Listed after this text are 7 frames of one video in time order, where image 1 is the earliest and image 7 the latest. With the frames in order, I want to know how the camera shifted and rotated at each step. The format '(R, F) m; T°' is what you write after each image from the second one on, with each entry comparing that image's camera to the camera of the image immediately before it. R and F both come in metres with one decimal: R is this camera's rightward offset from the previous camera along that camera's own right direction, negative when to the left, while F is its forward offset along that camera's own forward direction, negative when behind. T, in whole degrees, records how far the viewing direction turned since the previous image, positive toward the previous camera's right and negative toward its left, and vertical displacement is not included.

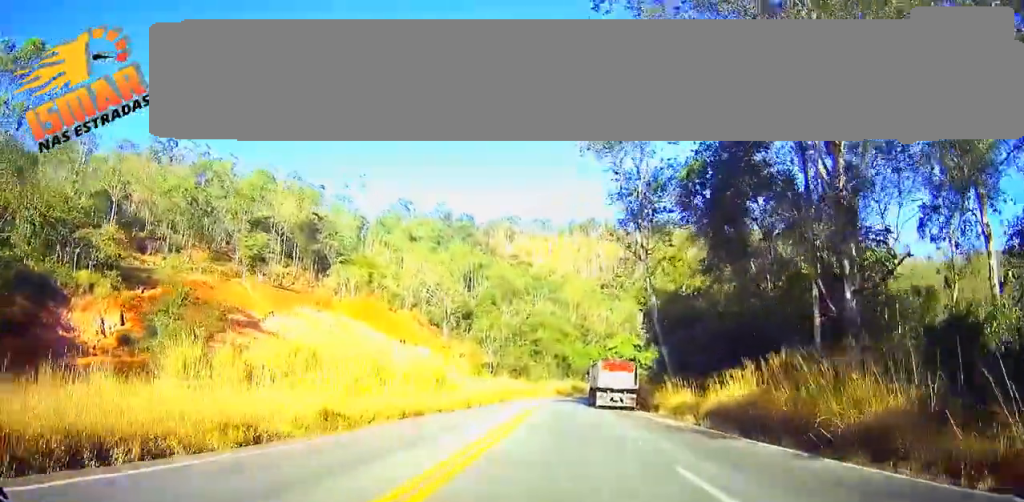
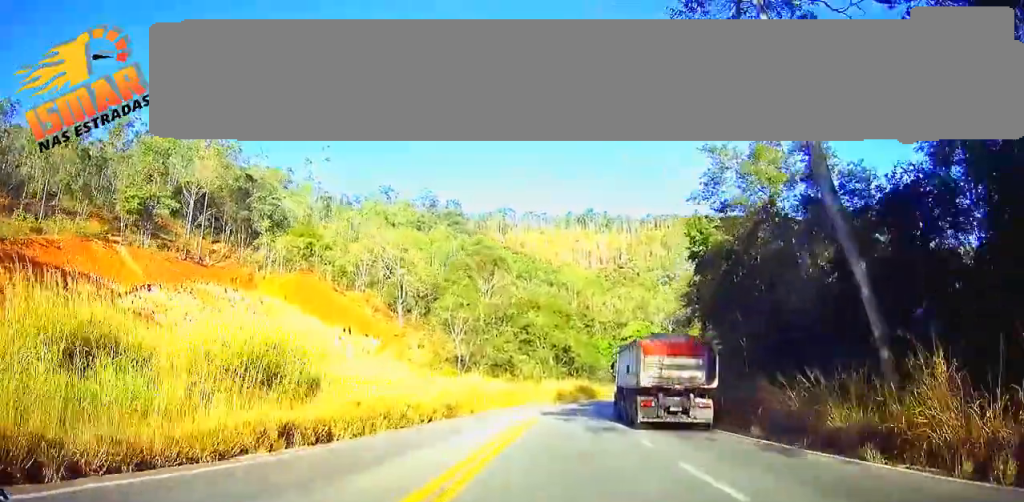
(-0.1, +31.3) m; -3°
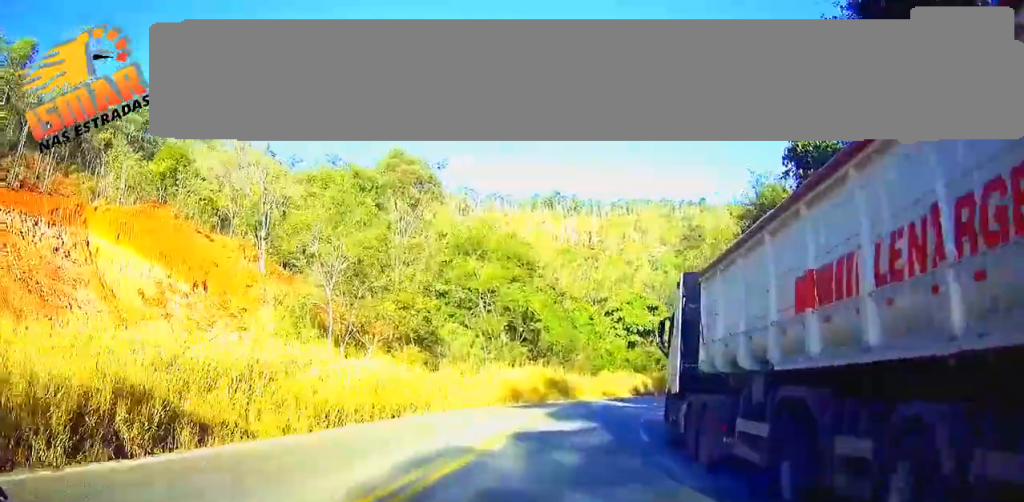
(-1.4, +31.9) m; -1°
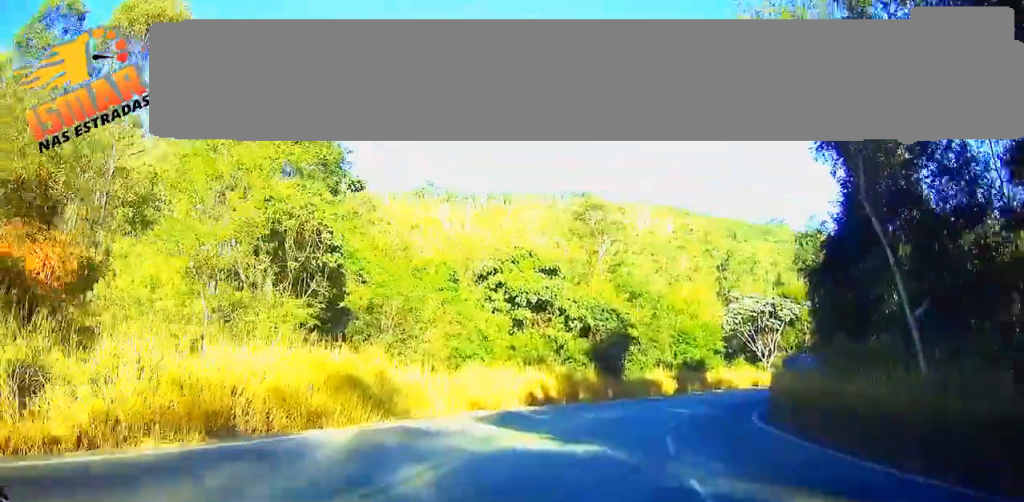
(+0.7, +28.7) m; +5°
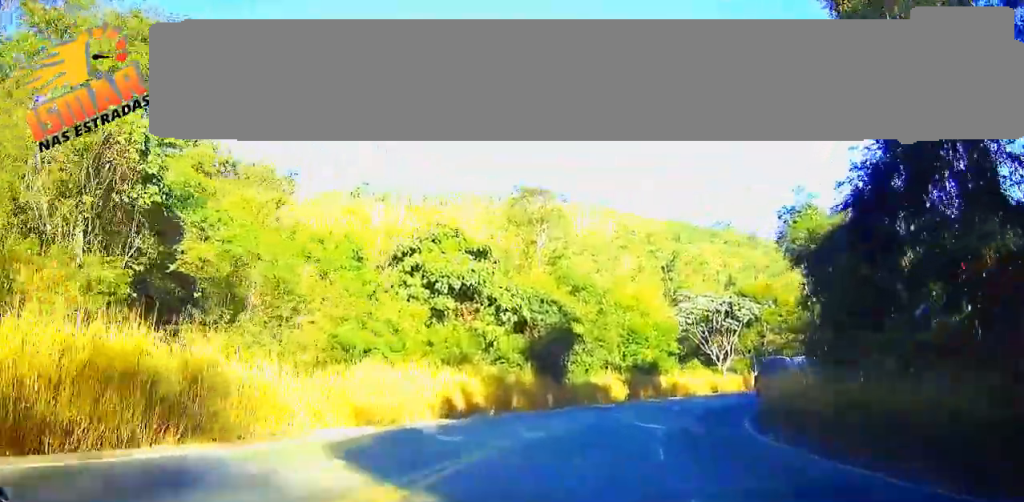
(+0.5, +9.2) m; +3°
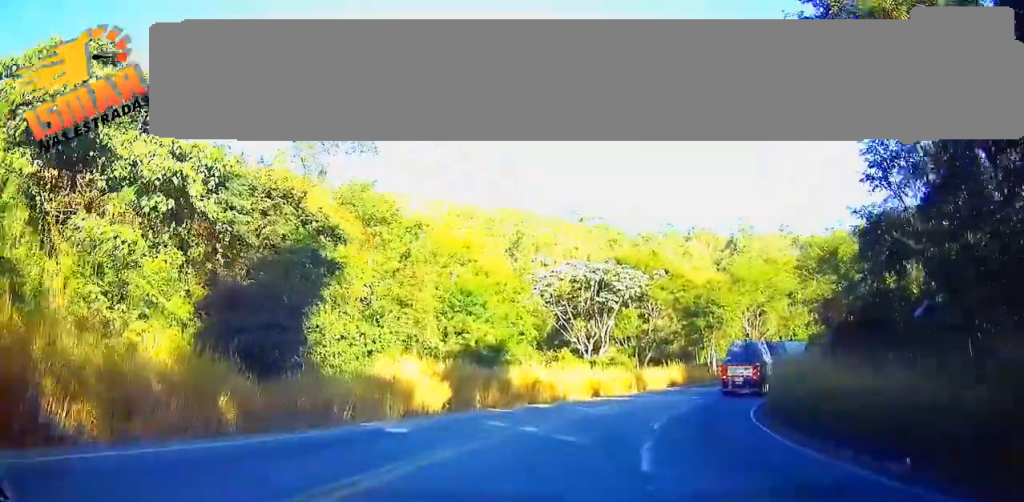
(+2.2, +26.3) m; +13°
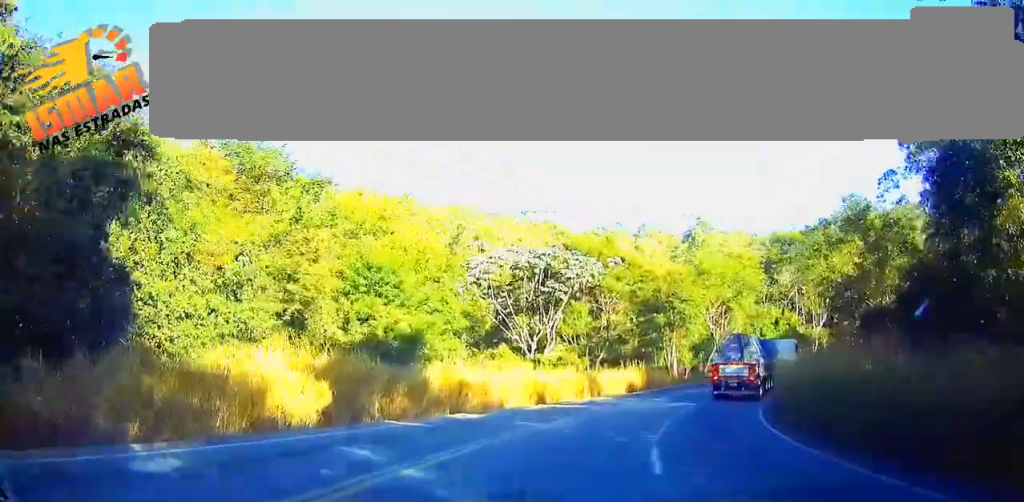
(+0.8, +8.9) m; +6°
